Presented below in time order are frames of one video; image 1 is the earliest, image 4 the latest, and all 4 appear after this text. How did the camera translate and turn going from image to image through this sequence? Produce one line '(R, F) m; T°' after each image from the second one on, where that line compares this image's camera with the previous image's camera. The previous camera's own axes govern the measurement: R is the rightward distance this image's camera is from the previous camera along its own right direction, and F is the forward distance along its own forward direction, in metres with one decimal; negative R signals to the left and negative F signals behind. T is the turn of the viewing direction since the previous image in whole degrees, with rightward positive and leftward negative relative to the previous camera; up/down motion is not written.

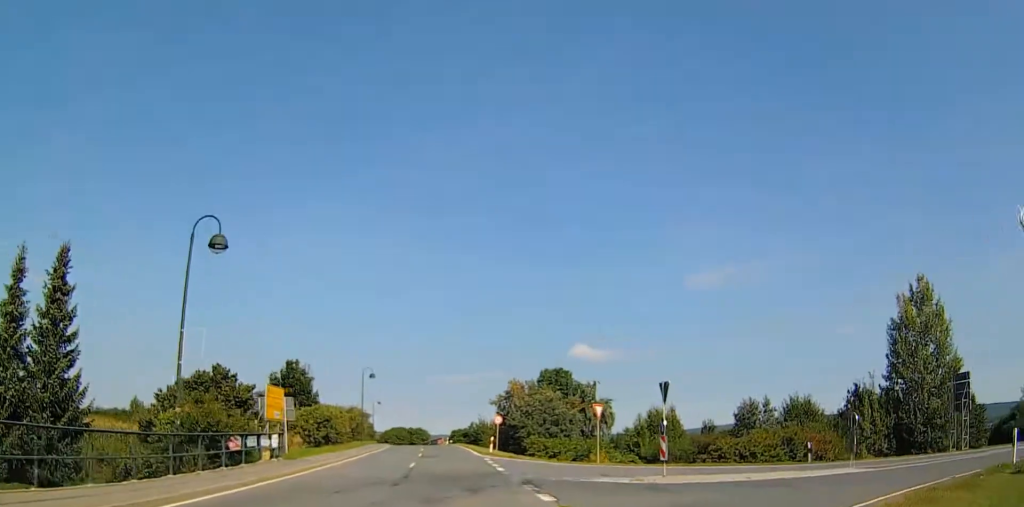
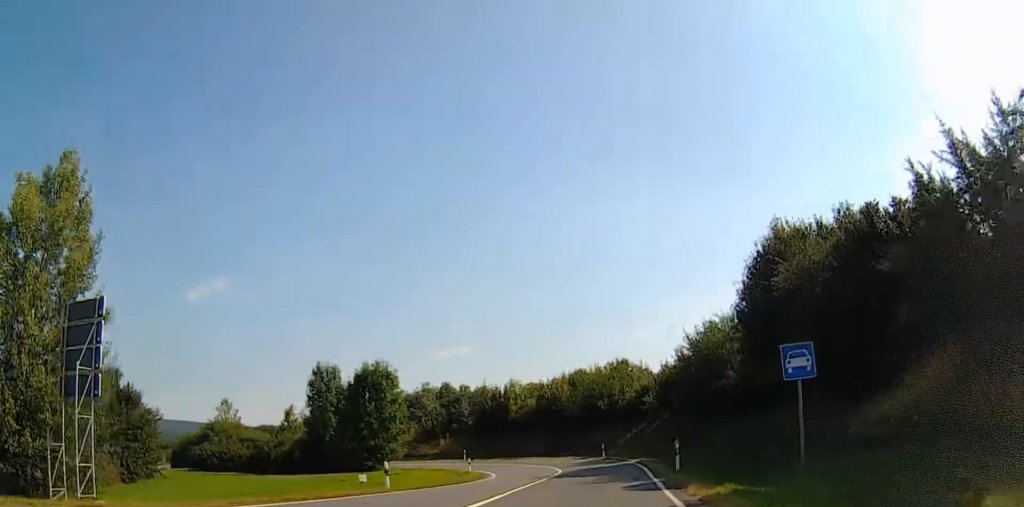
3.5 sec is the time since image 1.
(+15.5, +20.8) m; +60°
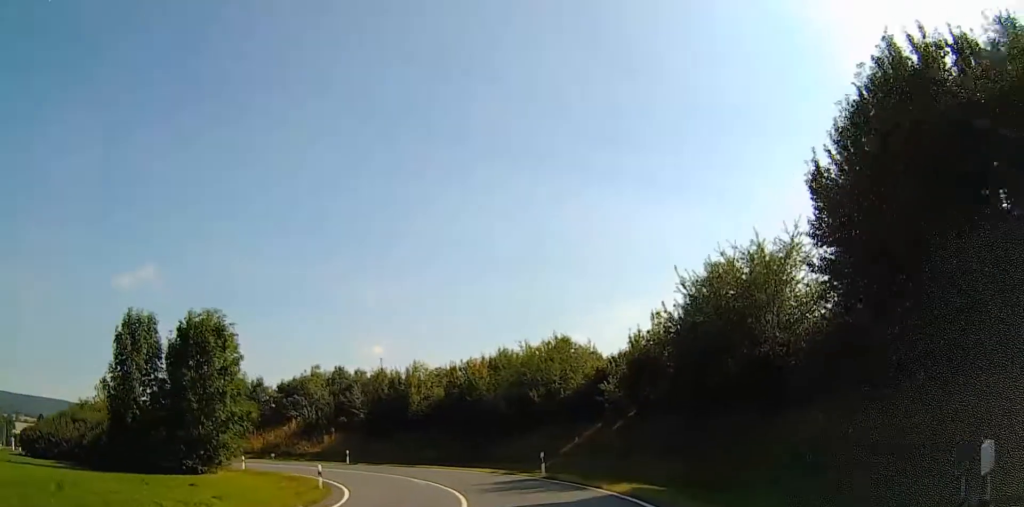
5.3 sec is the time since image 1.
(+0.9, +18.9) m; 0°
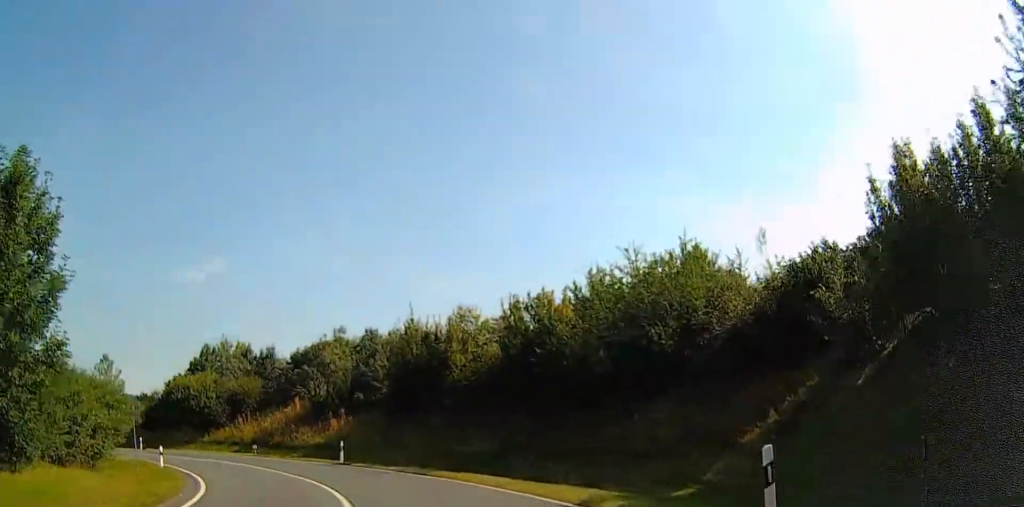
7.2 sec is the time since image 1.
(-1.9, +20.3) m; -9°
